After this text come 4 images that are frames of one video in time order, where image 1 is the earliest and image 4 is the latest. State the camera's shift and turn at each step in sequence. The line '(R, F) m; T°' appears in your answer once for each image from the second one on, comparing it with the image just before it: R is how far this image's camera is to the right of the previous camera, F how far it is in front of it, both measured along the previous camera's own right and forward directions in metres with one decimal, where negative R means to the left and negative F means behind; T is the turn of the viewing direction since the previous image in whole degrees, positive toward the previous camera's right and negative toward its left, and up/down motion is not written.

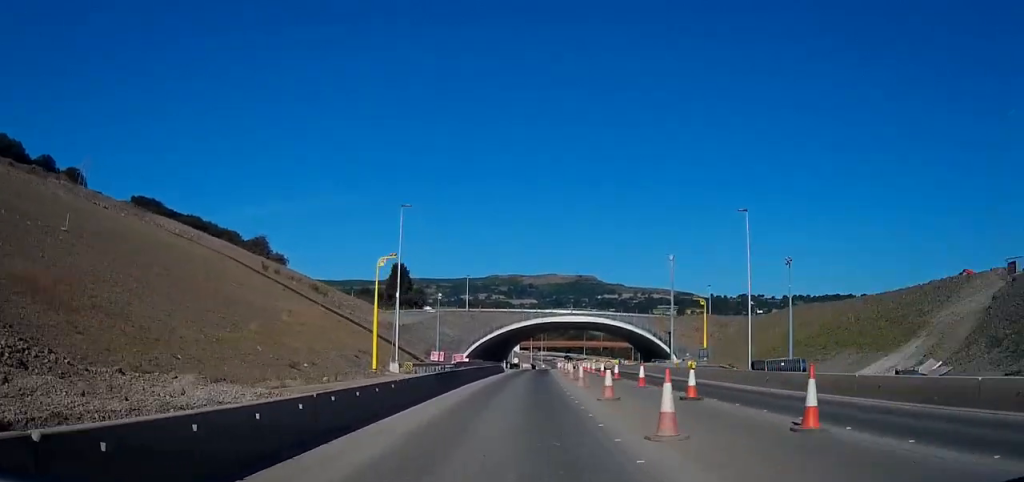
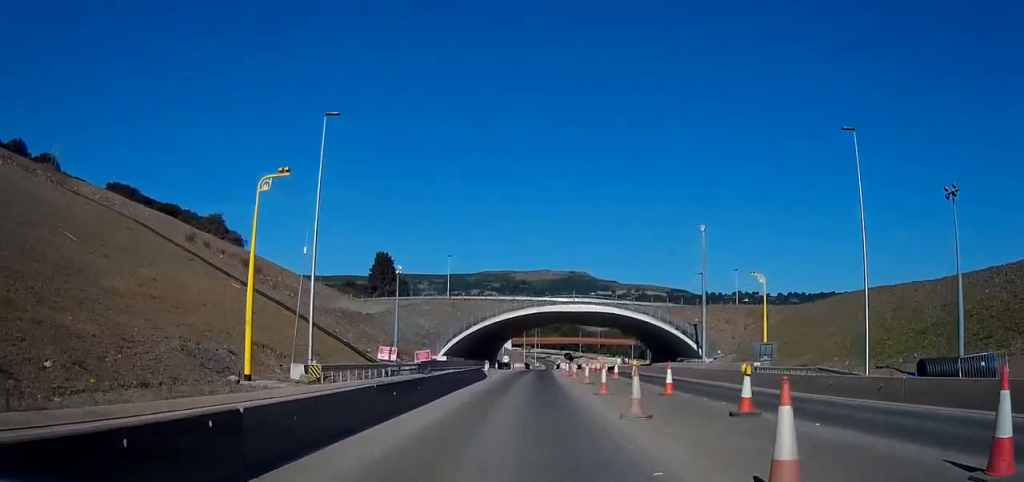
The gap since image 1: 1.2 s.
(+0.2, +20.9) m; +1°
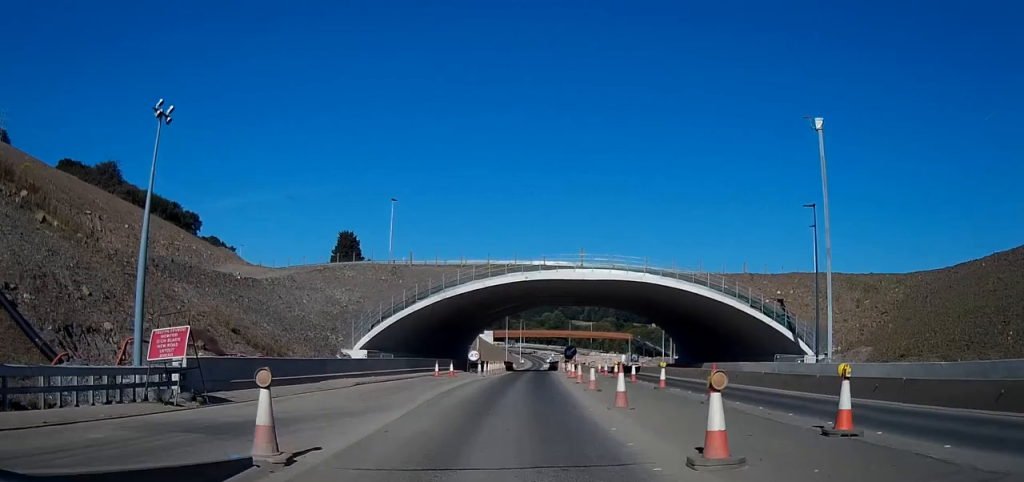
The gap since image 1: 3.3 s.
(-0.3, +35.7) m; 0°
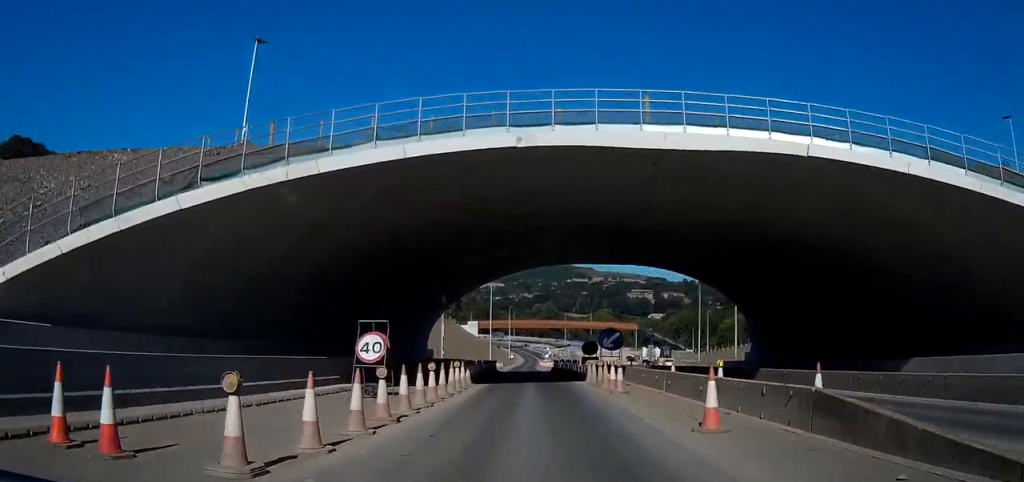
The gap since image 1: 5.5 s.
(+0.9, +36.9) m; +1°
